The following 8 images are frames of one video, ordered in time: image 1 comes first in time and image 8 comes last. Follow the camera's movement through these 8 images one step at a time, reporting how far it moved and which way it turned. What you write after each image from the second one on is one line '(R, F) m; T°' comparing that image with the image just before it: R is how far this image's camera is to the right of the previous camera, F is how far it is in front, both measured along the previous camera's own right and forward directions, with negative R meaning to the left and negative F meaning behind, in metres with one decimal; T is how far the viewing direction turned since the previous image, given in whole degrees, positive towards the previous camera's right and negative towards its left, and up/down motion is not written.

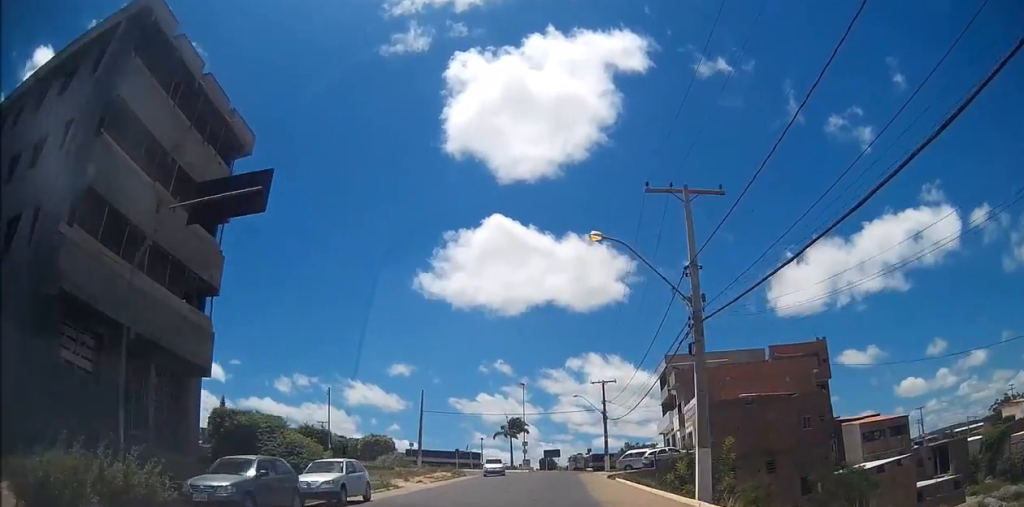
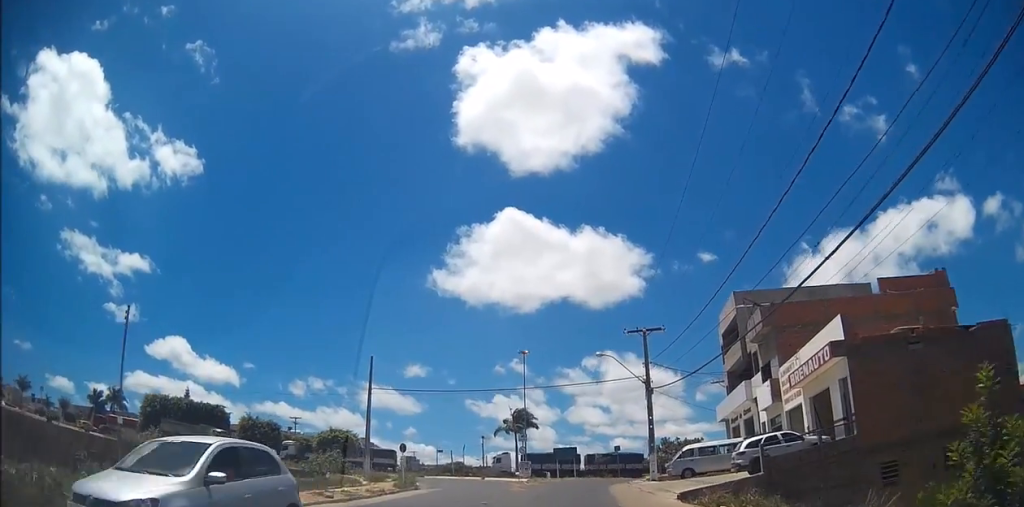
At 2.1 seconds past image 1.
(+0.1, +22.3) m; -2°
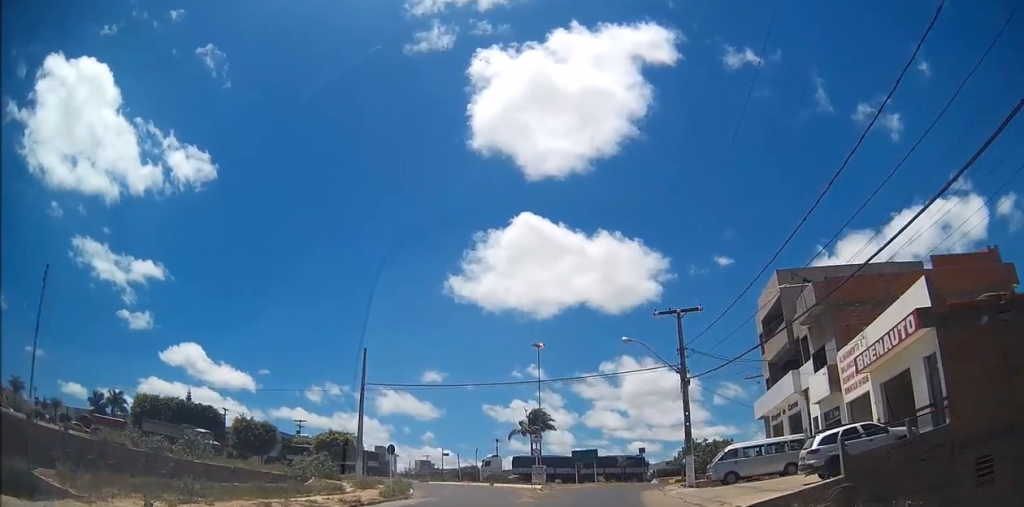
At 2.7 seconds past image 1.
(0.0, +5.6) m; 0°
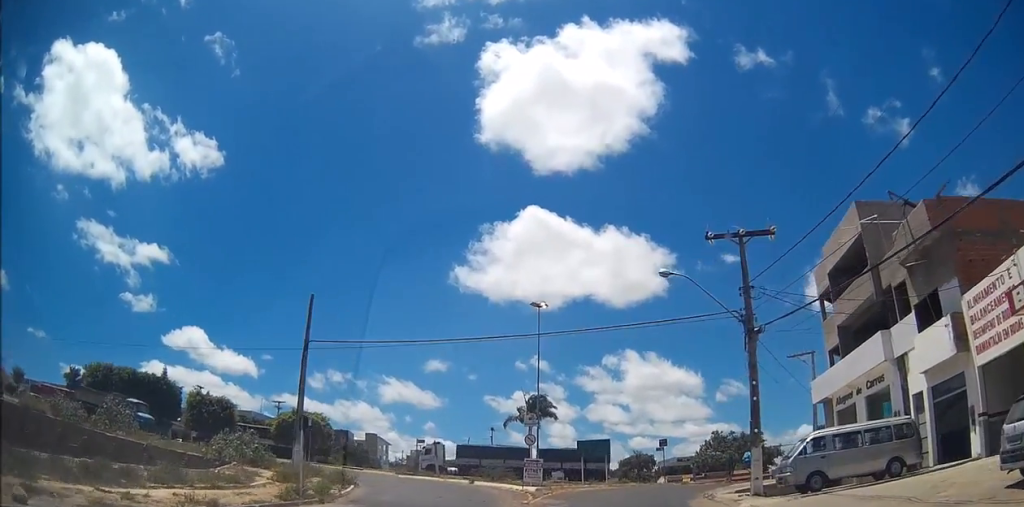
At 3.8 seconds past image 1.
(0.0, +10.2) m; -2°
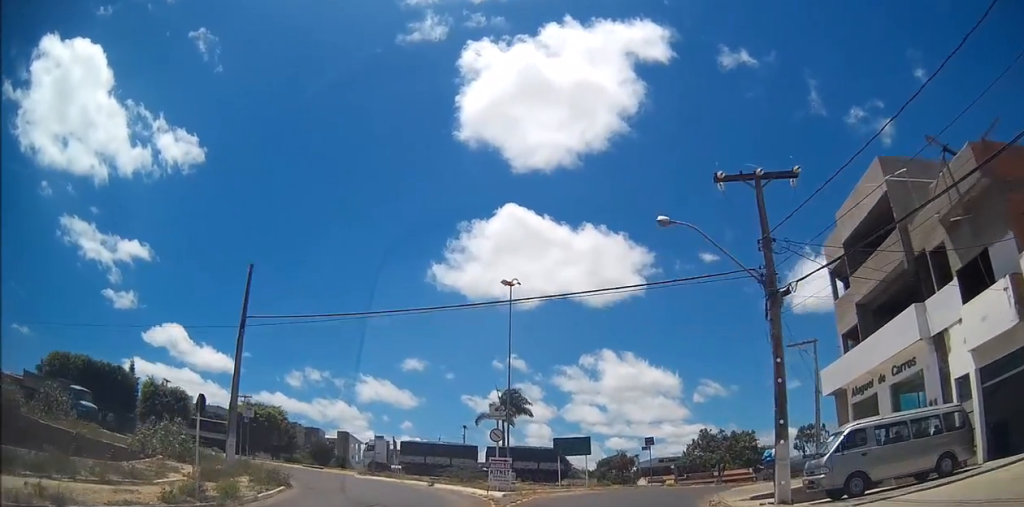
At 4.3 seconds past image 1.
(0.0, +4.6) m; -1°
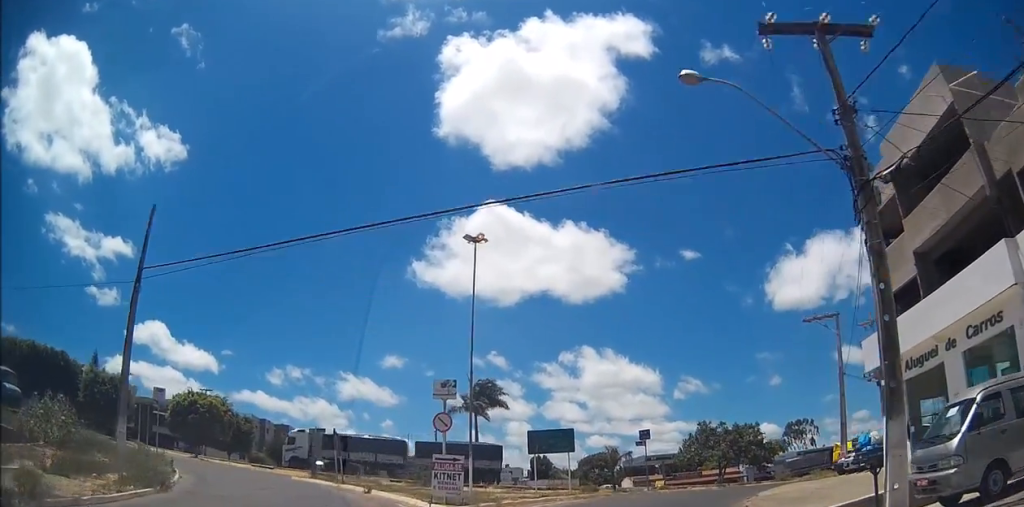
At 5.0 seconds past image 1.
(-0.4, +6.7) m; +2°
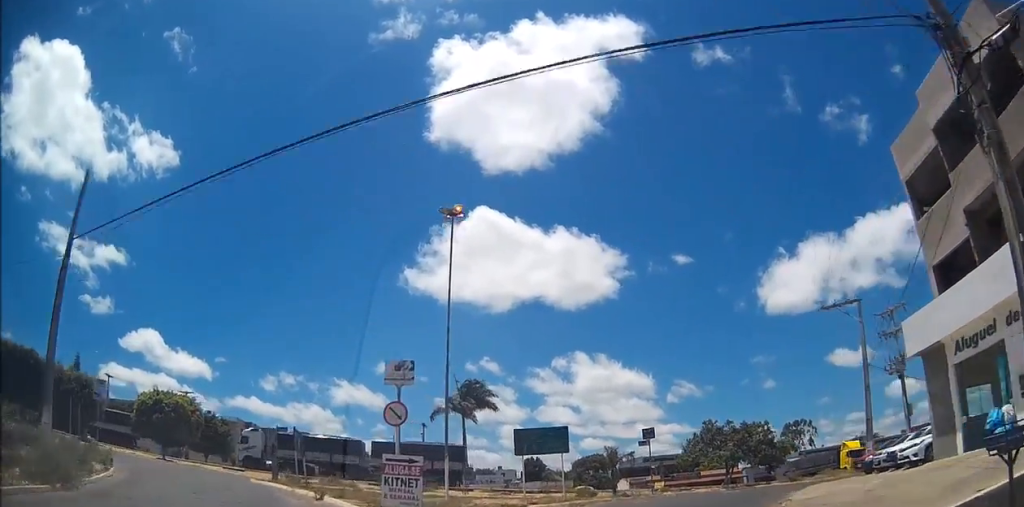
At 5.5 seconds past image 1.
(+0.2, +3.8) m; +2°
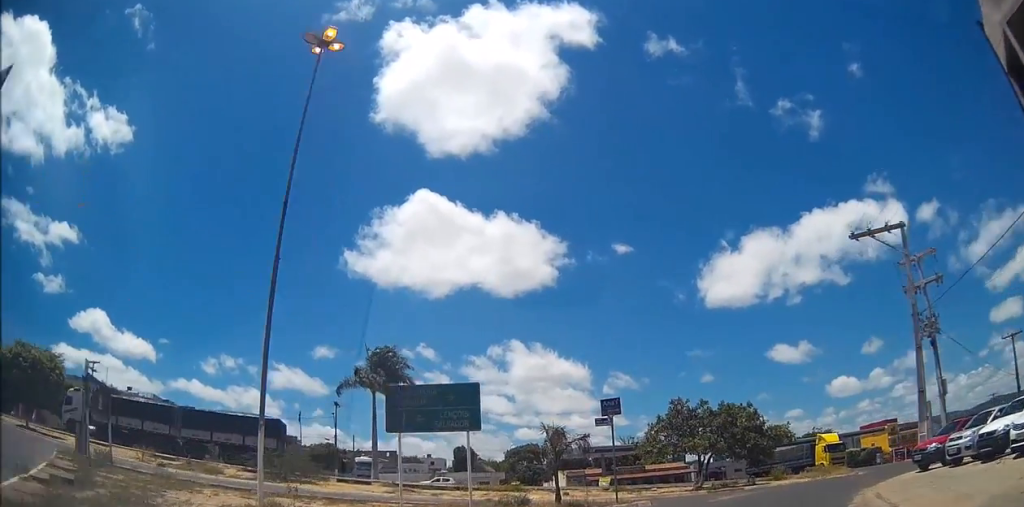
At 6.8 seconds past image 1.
(+0.4, +10.2) m; +8°
